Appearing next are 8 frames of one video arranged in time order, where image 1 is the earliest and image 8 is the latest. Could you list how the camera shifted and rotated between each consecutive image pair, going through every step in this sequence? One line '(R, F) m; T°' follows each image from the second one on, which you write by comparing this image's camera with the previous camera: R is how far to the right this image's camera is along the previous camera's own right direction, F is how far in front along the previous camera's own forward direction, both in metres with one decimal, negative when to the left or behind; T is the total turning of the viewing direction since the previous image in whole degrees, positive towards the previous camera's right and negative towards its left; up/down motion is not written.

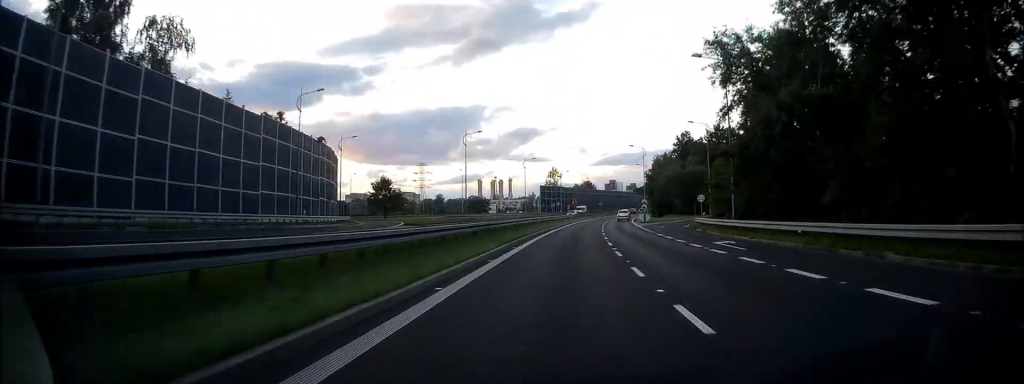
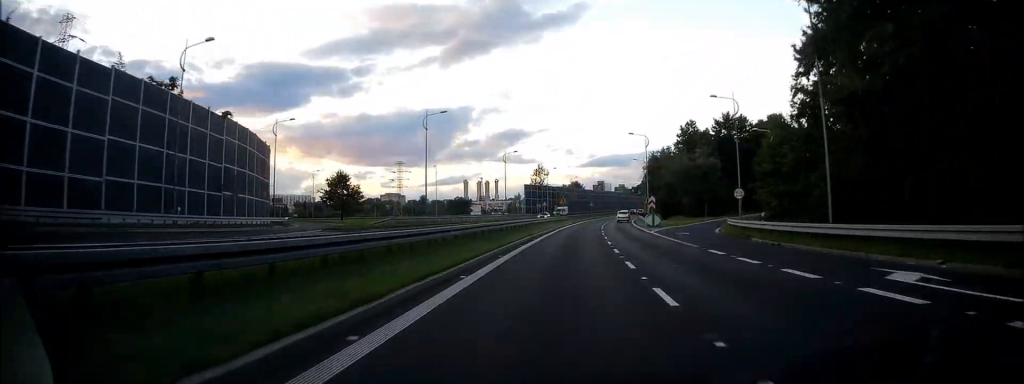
(+0.2, +16.0) m; +1°
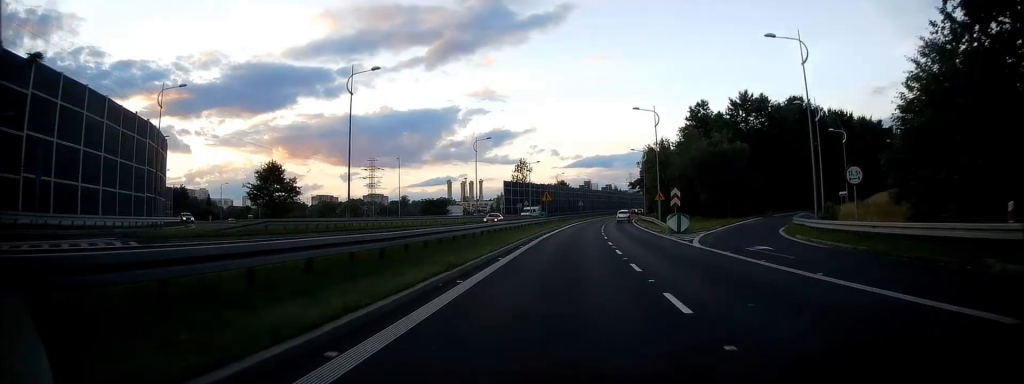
(+0.1, +18.8) m; +1°
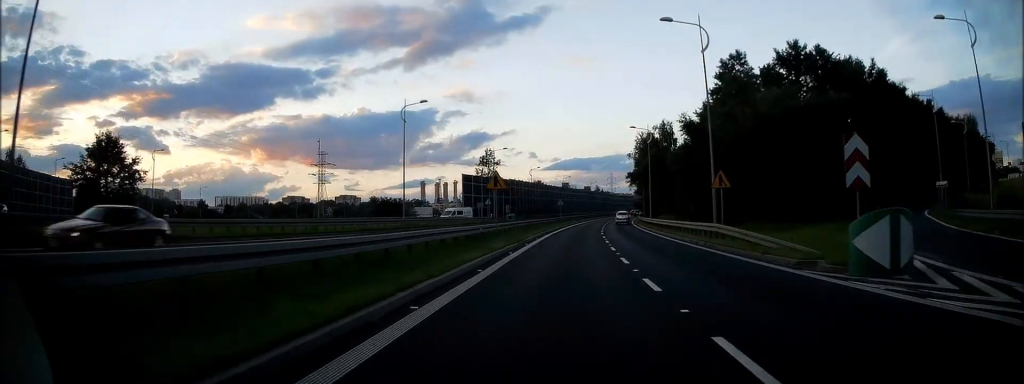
(+0.5, +27.9) m; +2°
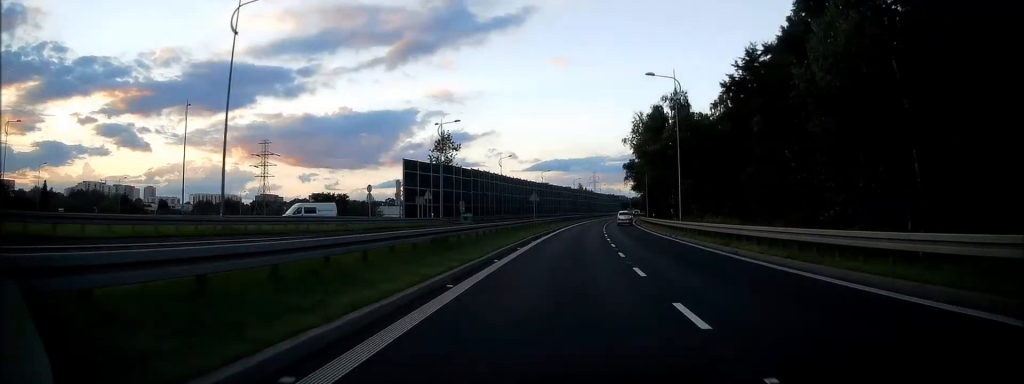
(+0.5, +27.6) m; +2°
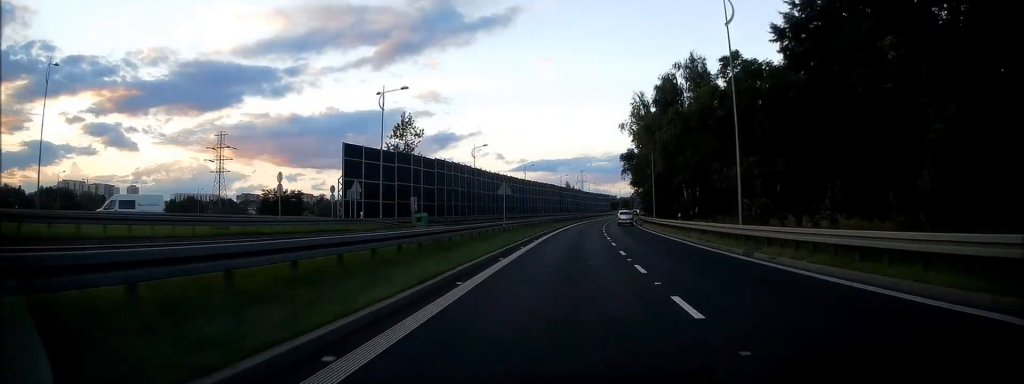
(+0.3, +17.3) m; +1°
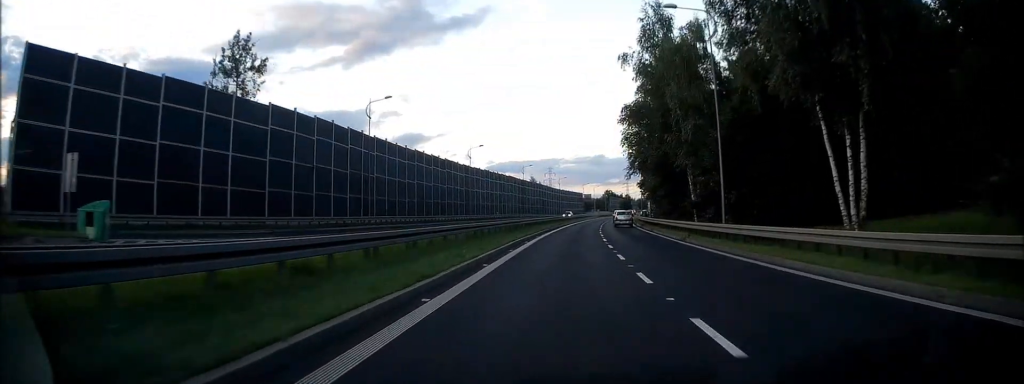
(+0.8, +37.1) m; +3°
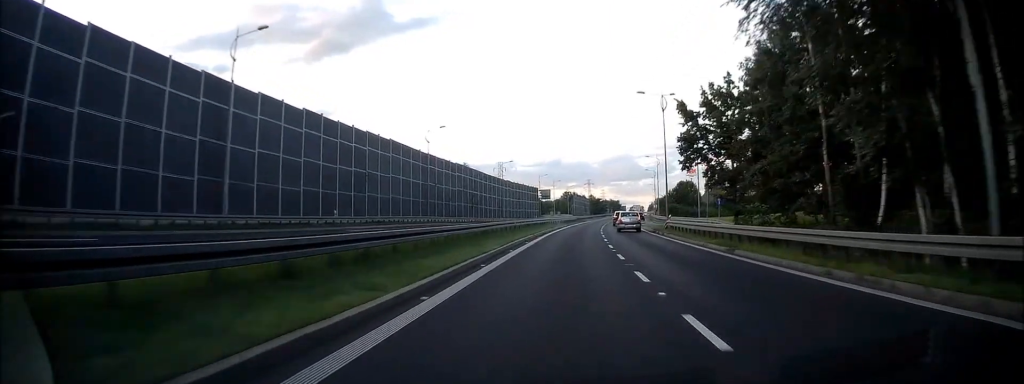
(+2.2, +59.6) m; +4°
